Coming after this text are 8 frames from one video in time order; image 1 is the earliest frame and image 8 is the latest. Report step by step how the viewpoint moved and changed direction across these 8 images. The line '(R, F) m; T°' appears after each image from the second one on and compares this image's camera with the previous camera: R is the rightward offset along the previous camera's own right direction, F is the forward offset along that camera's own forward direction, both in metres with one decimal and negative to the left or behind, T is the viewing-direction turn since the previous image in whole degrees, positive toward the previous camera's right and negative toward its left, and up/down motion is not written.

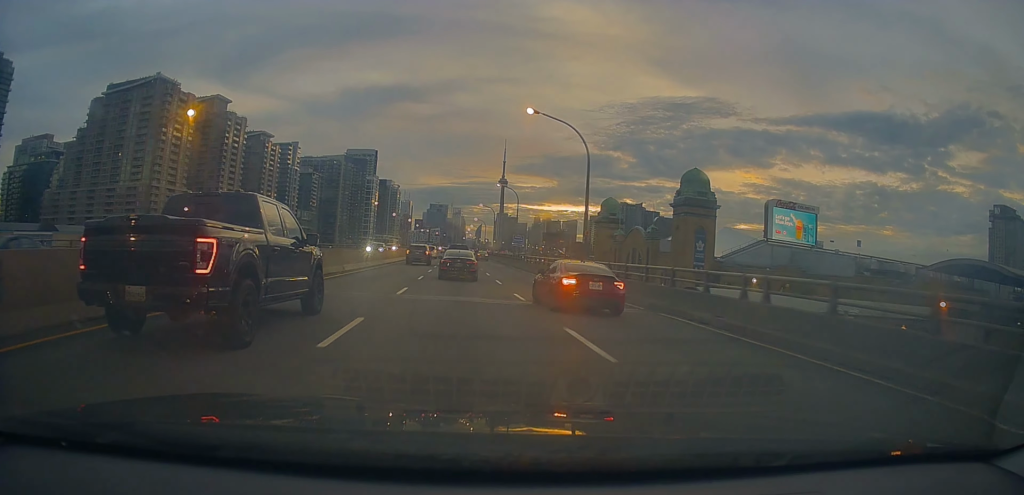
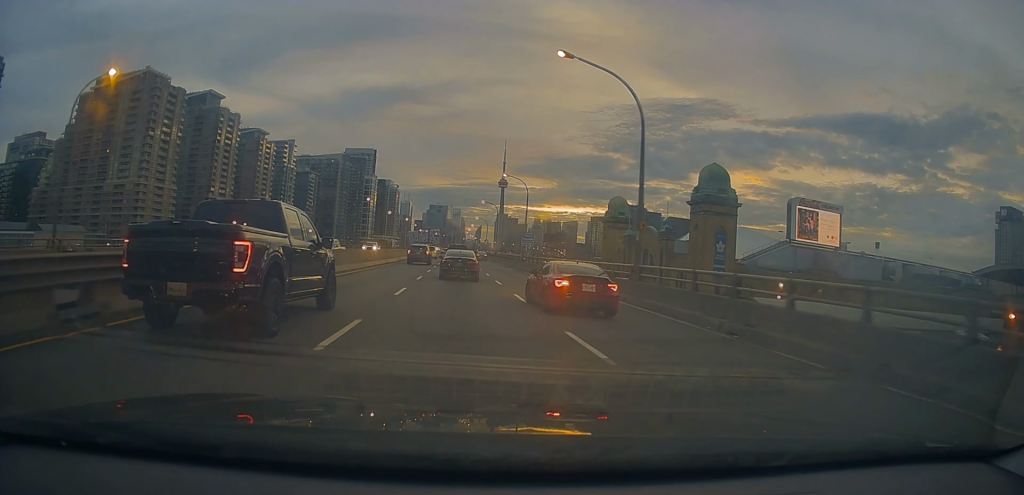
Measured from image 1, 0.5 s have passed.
(-0.1, +9.3) m; +1°
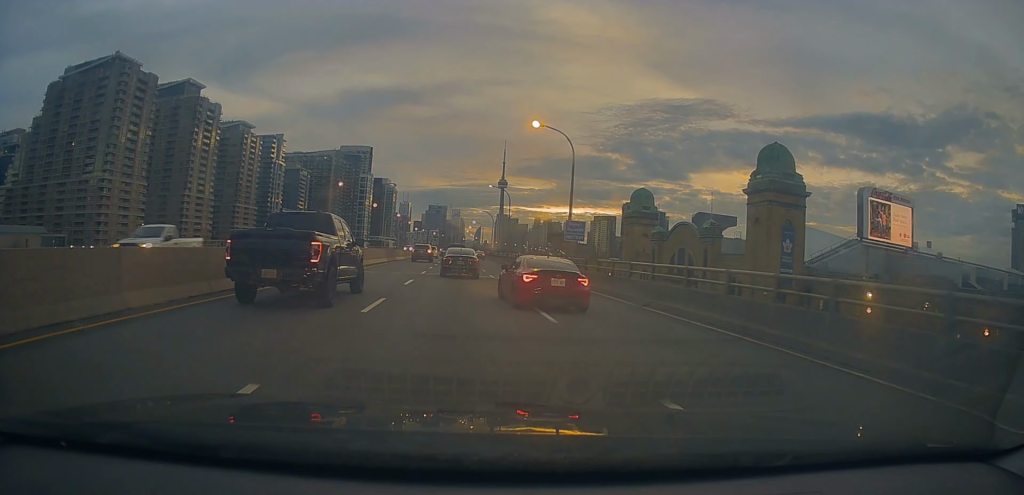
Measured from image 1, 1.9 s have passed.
(+0.6, +23.2) m; +2°
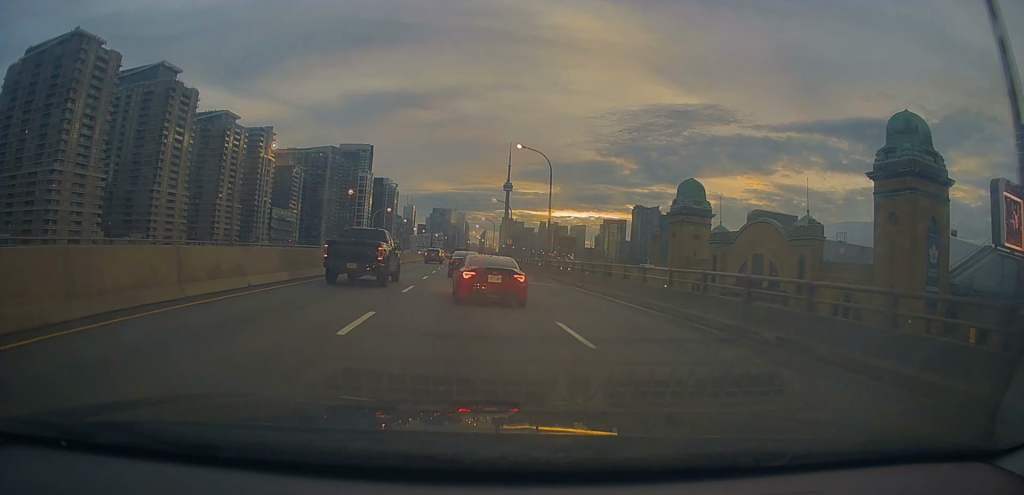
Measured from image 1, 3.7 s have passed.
(-0.5, +29.8) m; -3°
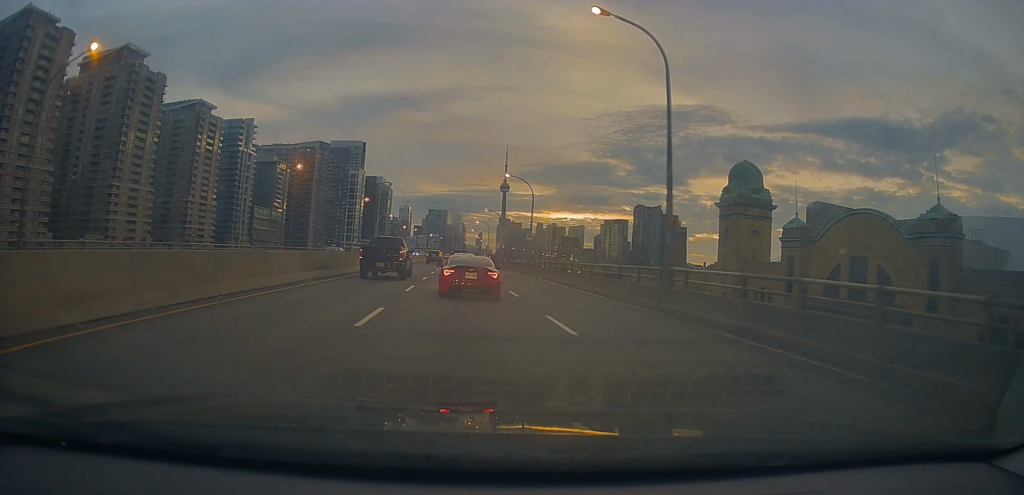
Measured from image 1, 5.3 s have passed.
(+0.2, +25.8) m; +2°
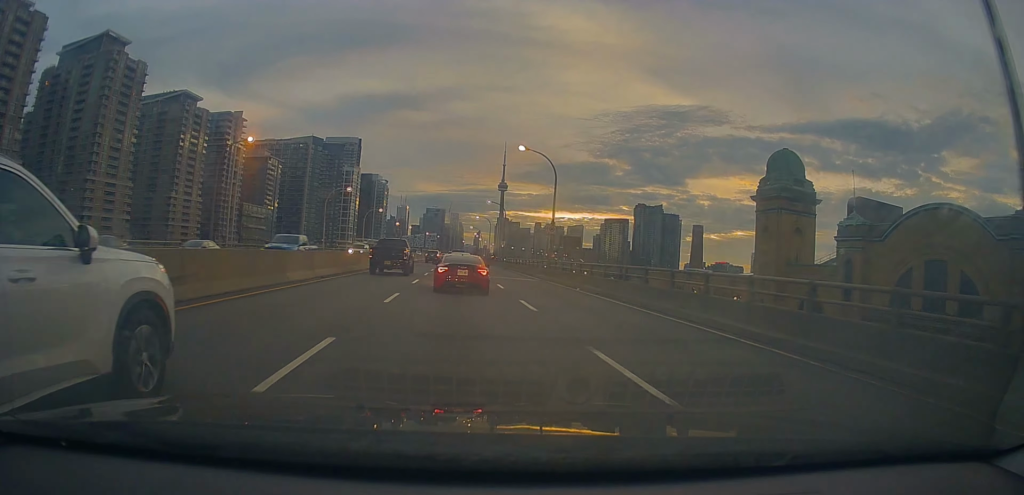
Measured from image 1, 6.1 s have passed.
(+0.2, +13.8) m; 0°
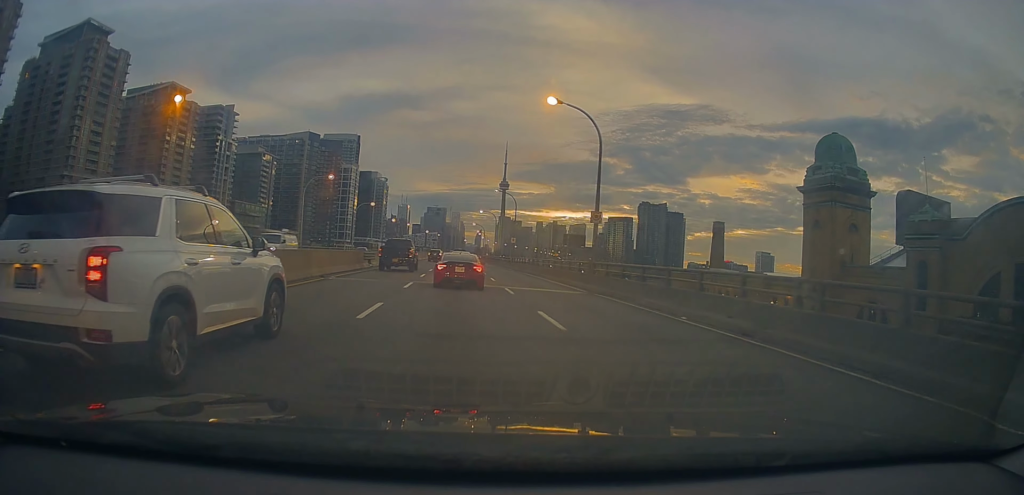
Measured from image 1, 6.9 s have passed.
(-0.1, +12.8) m; -1°
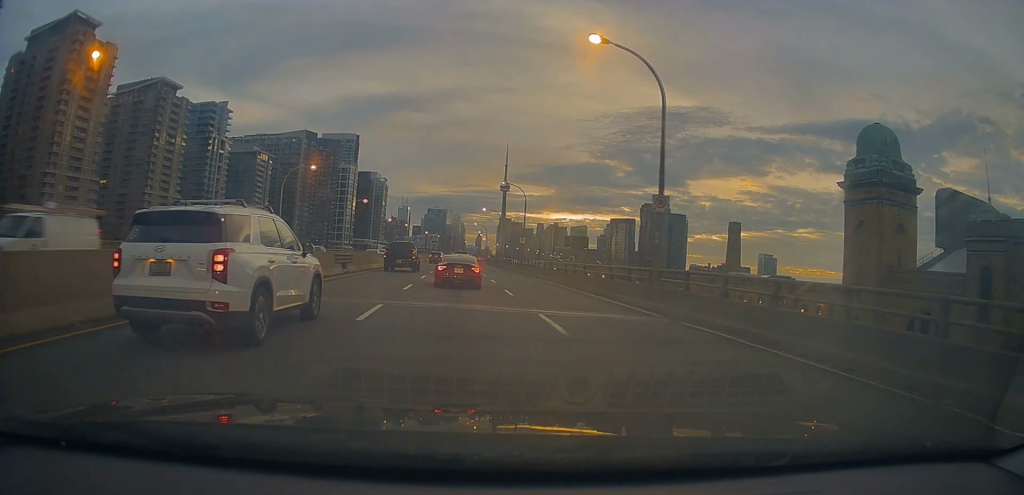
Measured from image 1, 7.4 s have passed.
(-0.3, +9.0) m; 0°
